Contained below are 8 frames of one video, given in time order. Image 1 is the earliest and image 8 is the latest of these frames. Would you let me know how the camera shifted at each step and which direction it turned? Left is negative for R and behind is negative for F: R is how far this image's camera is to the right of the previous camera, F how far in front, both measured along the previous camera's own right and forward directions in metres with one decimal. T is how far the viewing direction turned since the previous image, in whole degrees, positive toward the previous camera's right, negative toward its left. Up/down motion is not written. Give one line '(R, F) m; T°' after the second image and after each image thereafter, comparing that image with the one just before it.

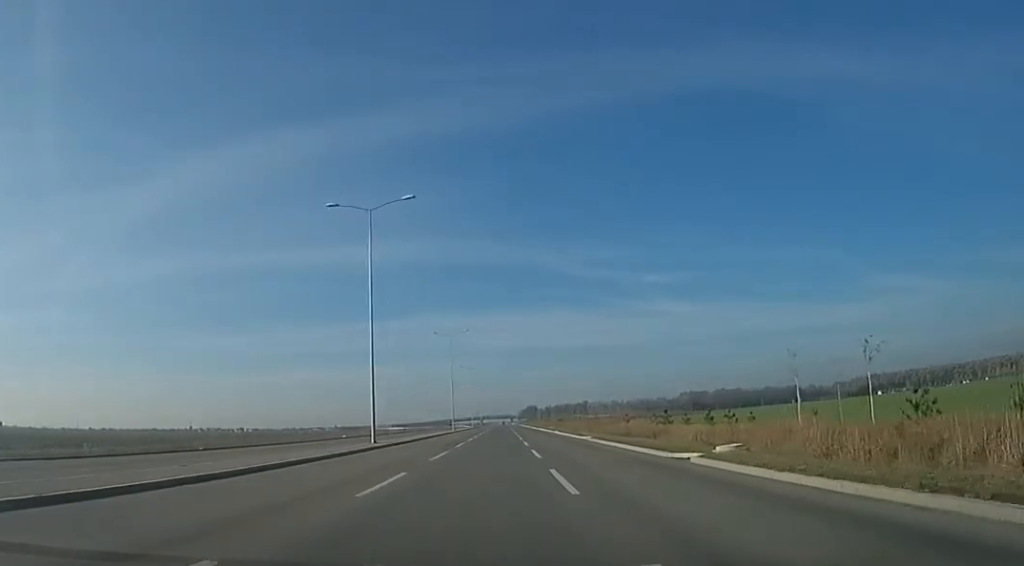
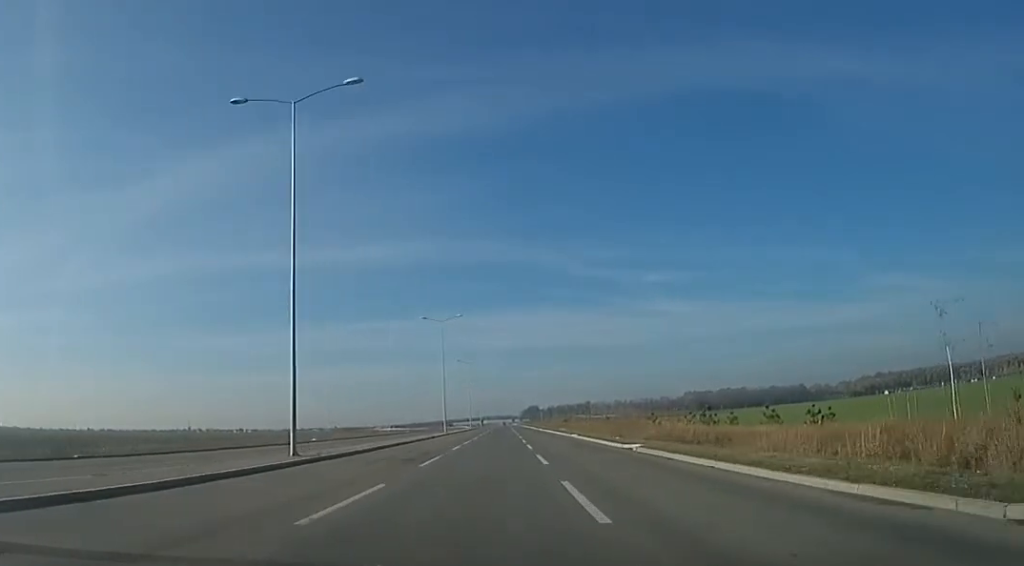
(0.0, +12.8) m; 0°
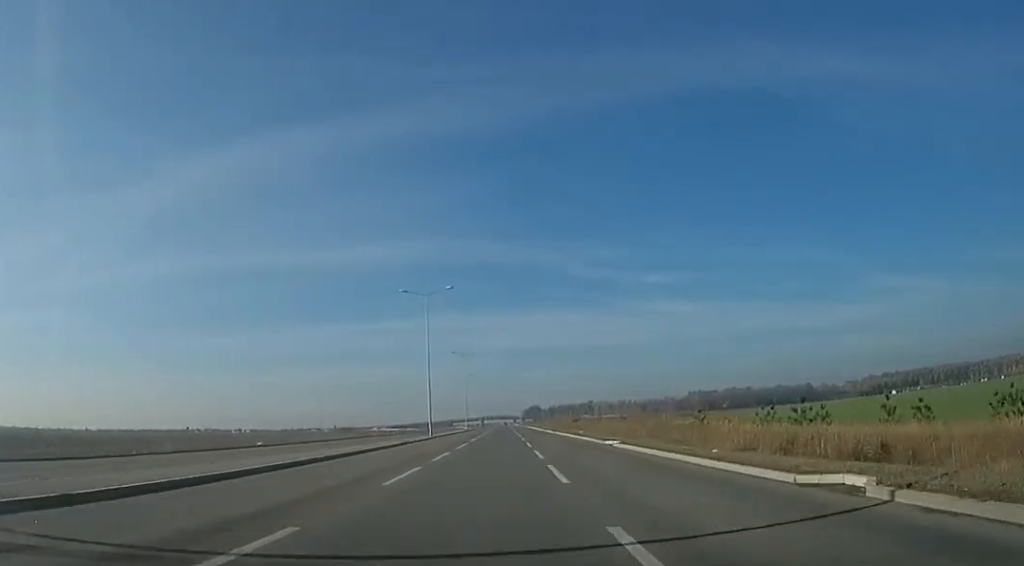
(0.0, +15.1) m; 0°
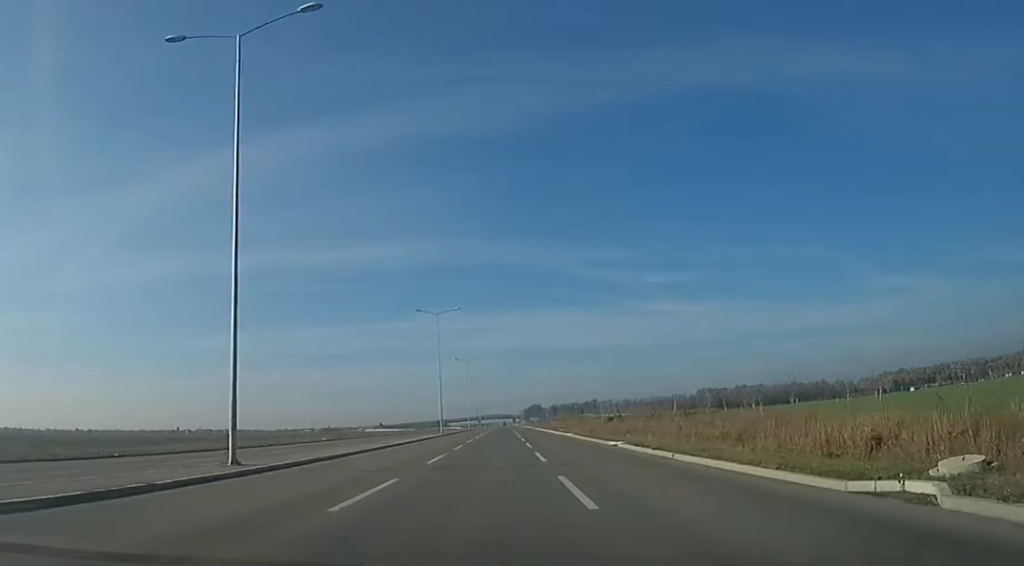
(-0.8, +41.6) m; +1°
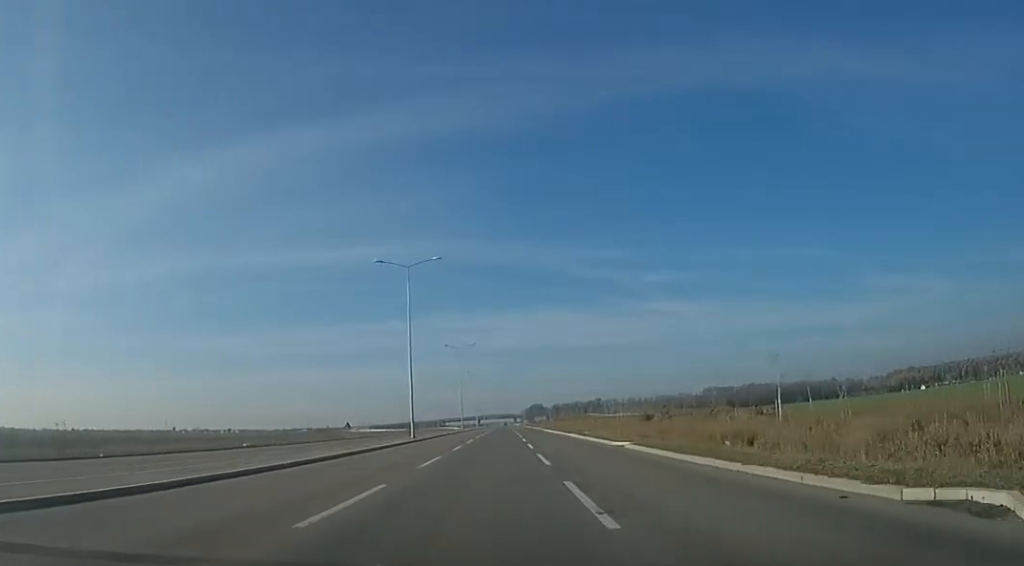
(+1.3, +21.3) m; 0°
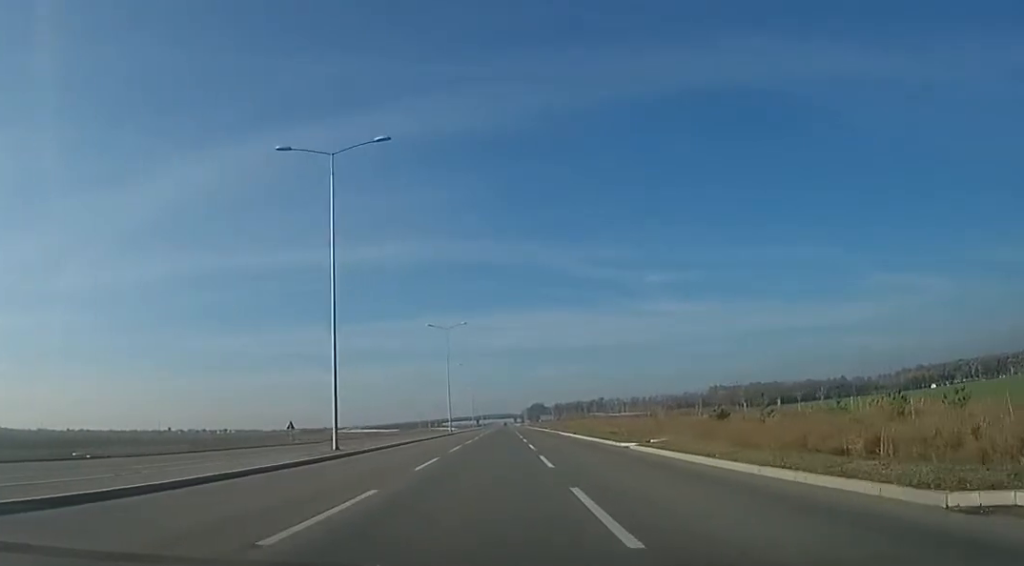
(-1.3, +20.9) m; -3°
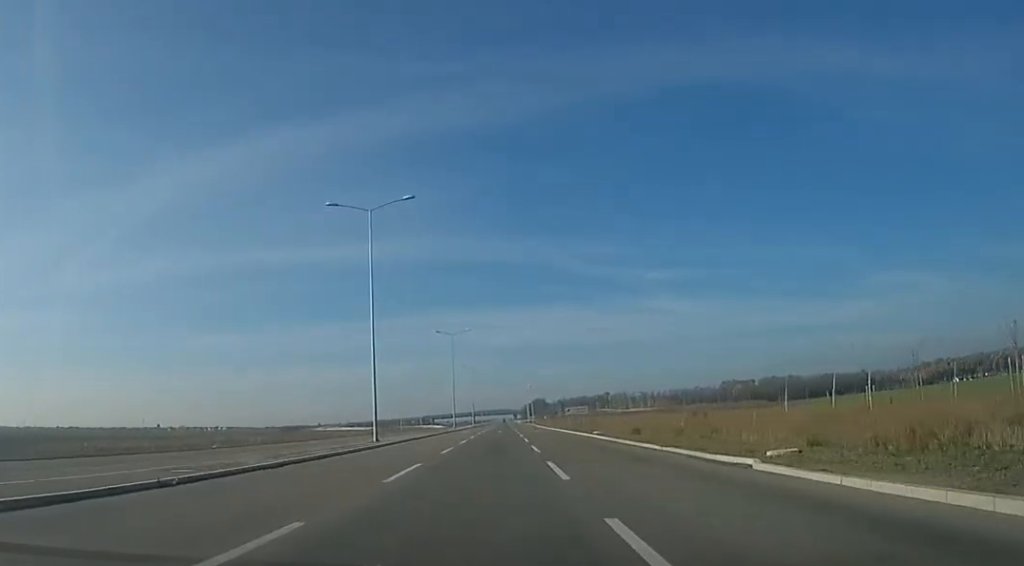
(+1.8, +43.5) m; +4°
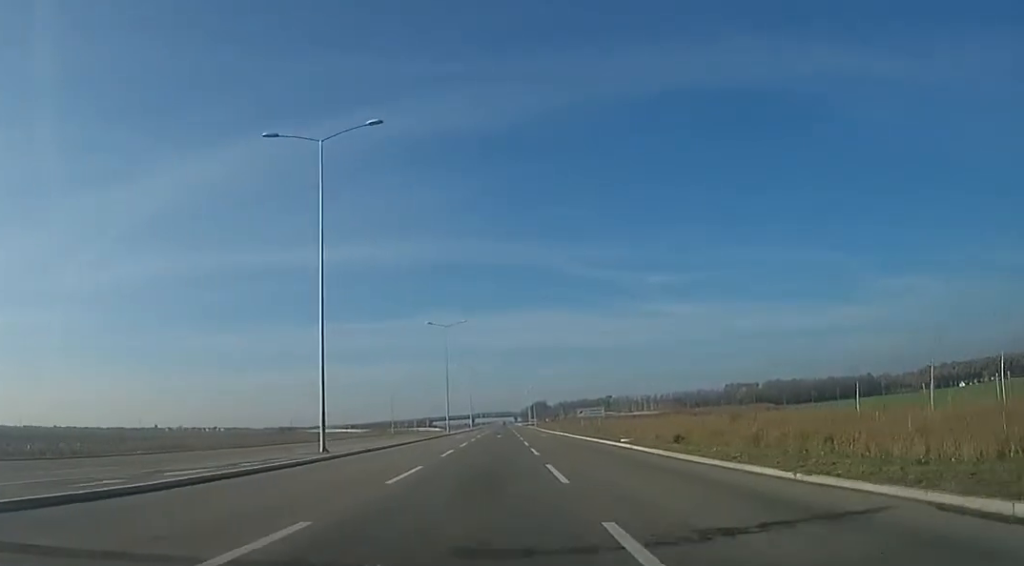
(+0.1, +9.6) m; 0°
